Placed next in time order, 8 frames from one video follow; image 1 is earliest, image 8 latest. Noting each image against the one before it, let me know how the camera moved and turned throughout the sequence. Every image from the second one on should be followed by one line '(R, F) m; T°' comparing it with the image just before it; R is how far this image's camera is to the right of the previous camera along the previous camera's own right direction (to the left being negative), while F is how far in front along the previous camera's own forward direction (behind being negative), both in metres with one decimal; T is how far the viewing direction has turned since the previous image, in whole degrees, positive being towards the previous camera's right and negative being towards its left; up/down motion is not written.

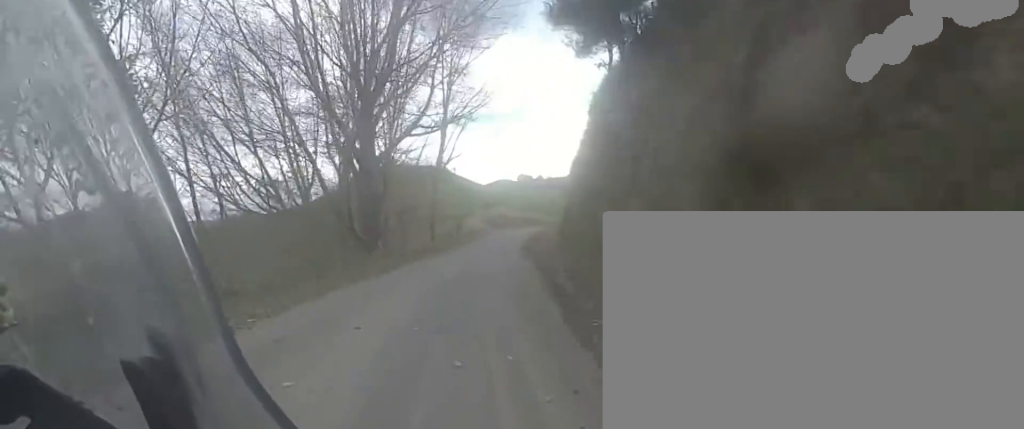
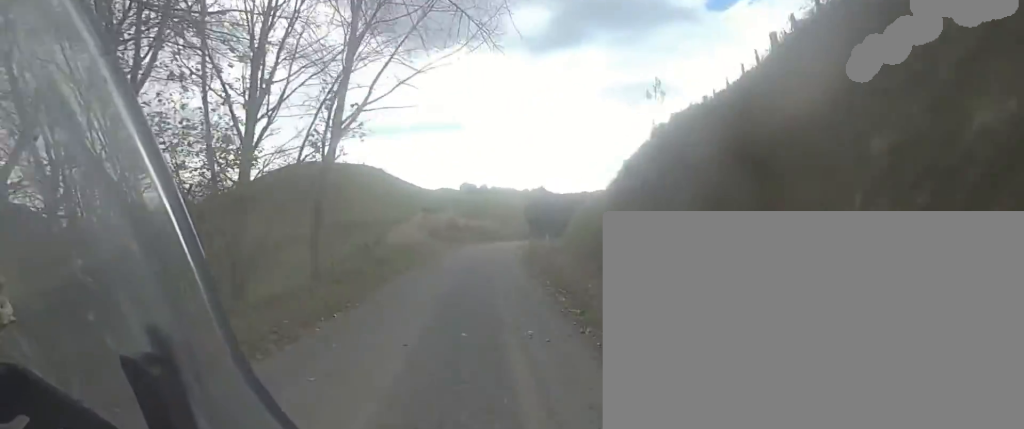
(+0.6, +18.3) m; +2°
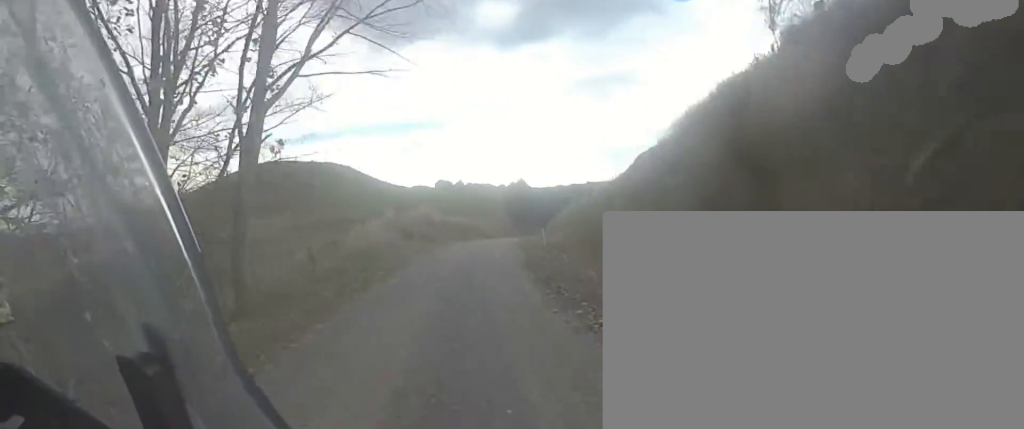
(0.0, +5.1) m; +1°
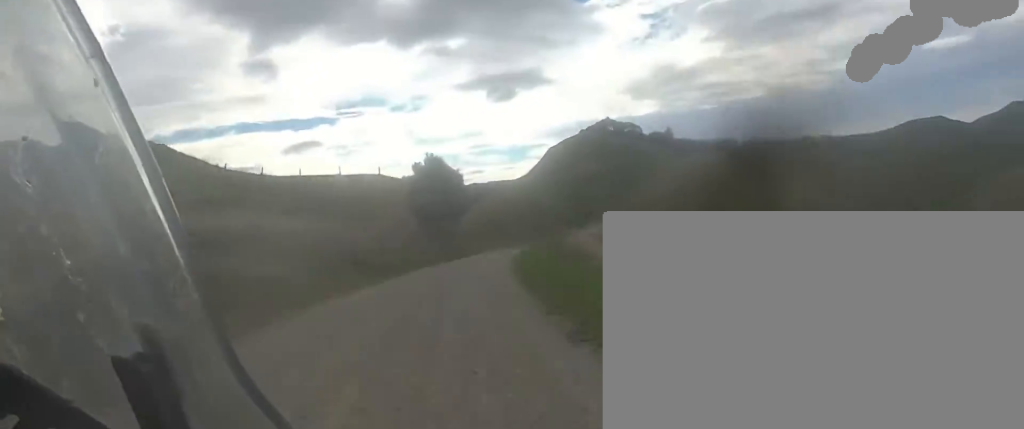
(+3.5, +28.6) m; +13°
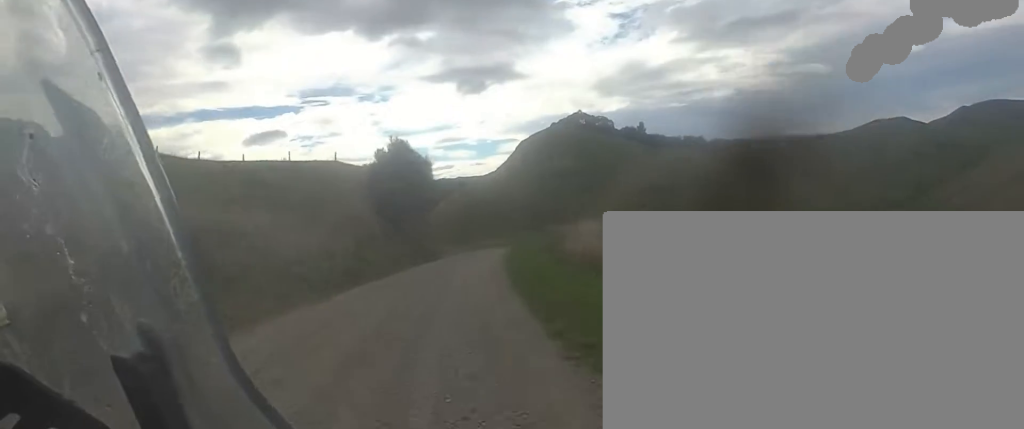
(-0.3, +6.1) m; +3°
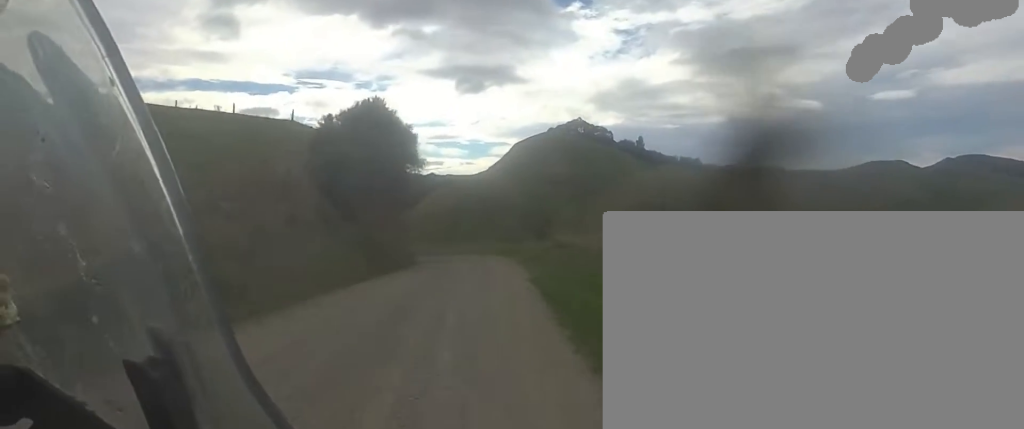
(+0.4, +10.5) m; +4°
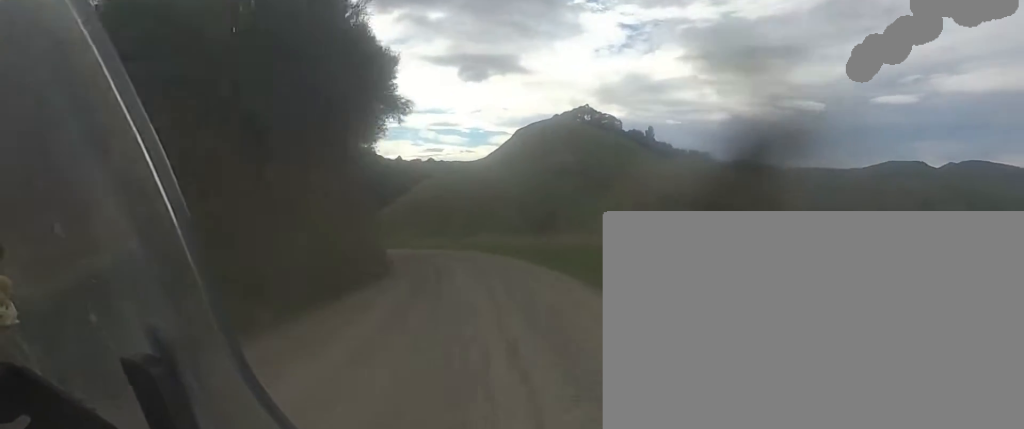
(+0.6, +13.2) m; -2°
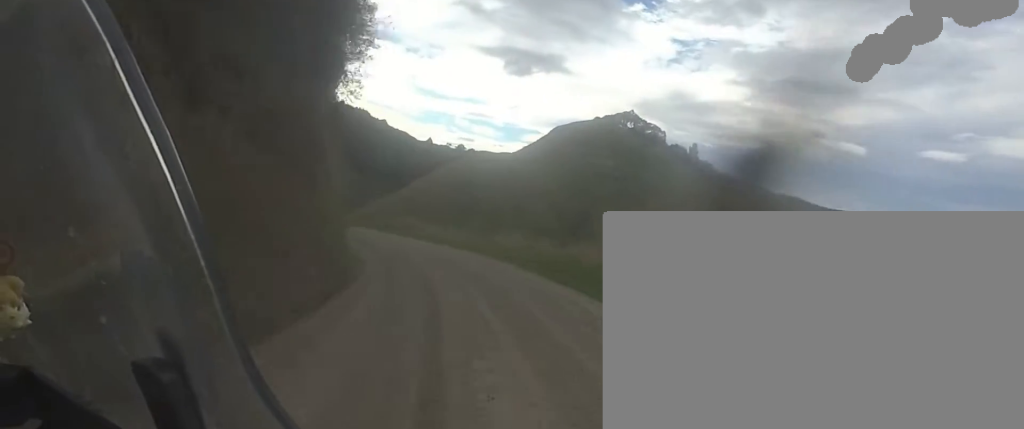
(-0.9, +12.8) m; -8°
